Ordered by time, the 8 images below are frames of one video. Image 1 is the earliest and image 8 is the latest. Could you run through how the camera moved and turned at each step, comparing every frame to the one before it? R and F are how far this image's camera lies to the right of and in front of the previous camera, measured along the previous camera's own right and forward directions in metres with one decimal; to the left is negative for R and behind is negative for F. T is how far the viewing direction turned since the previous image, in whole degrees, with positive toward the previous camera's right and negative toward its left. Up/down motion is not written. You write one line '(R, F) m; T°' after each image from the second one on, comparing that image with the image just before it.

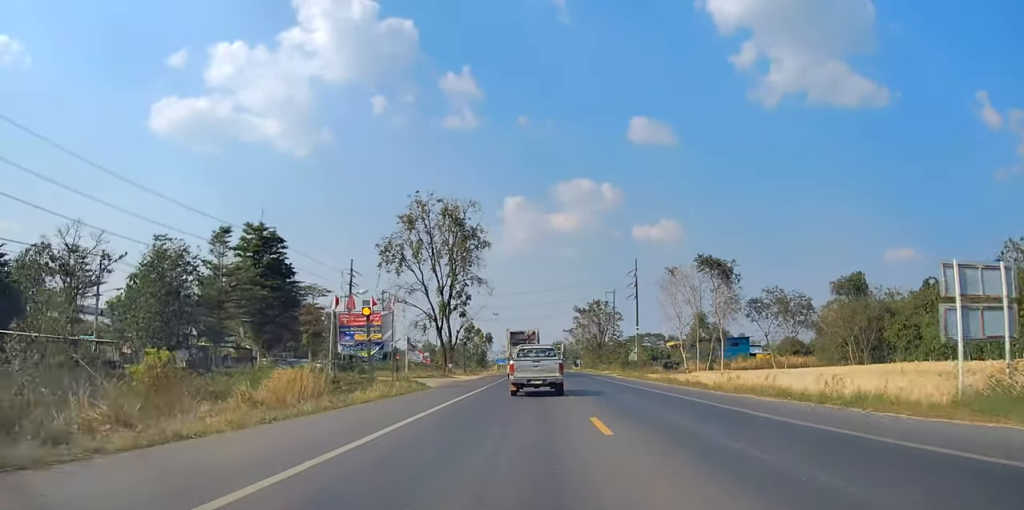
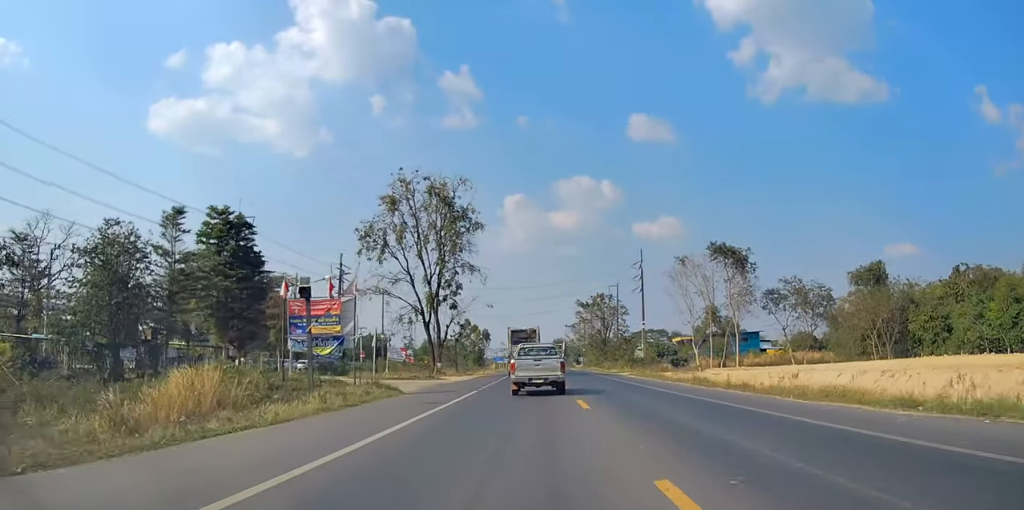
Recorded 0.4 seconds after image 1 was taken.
(+0.3, +7.0) m; +1°
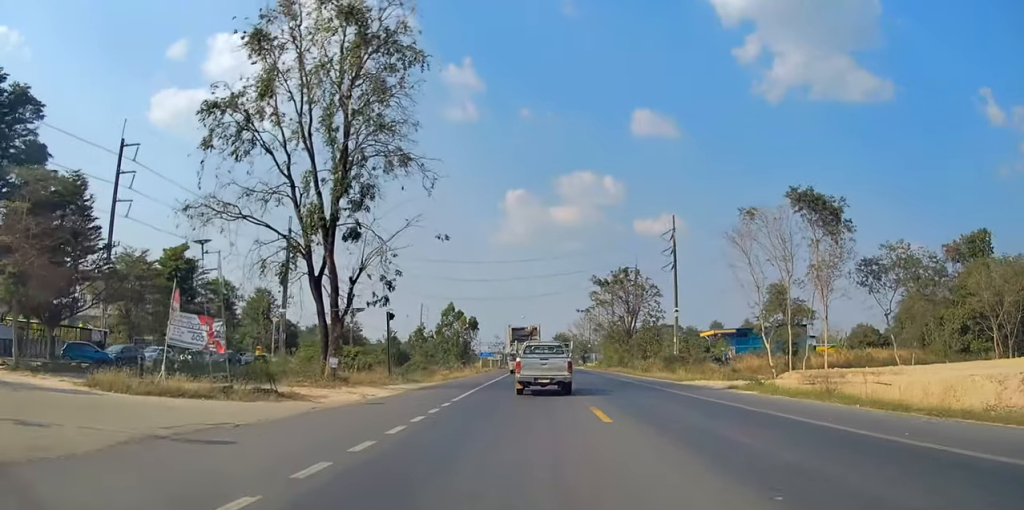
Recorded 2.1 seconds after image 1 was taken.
(-0.2, +26.8) m; -2°
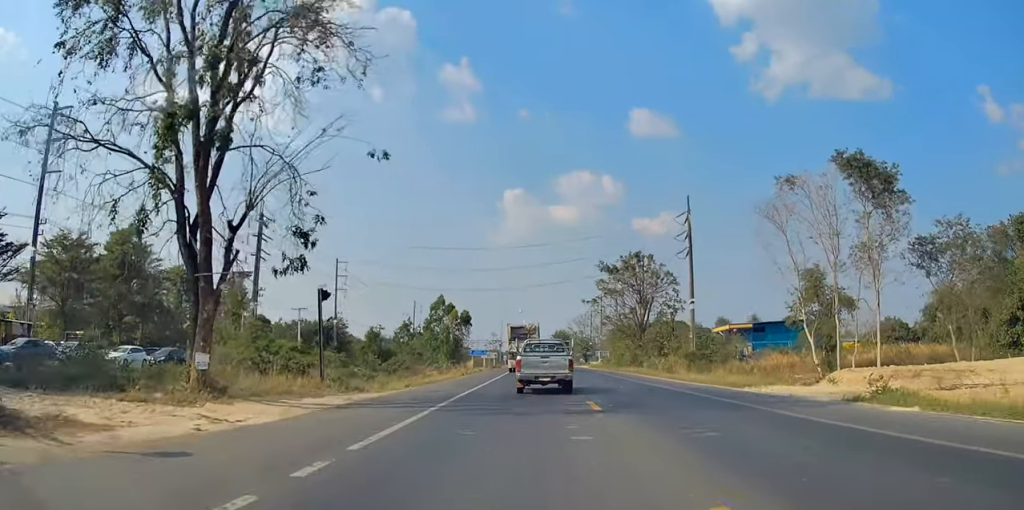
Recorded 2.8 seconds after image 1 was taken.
(-0.5, +10.8) m; 0°
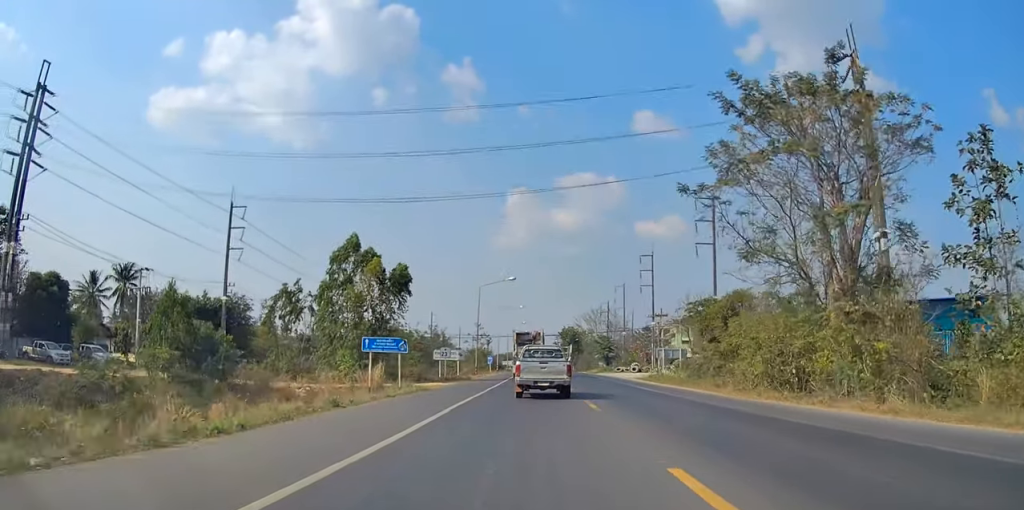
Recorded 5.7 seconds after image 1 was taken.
(+0.4, +46.5) m; -1°
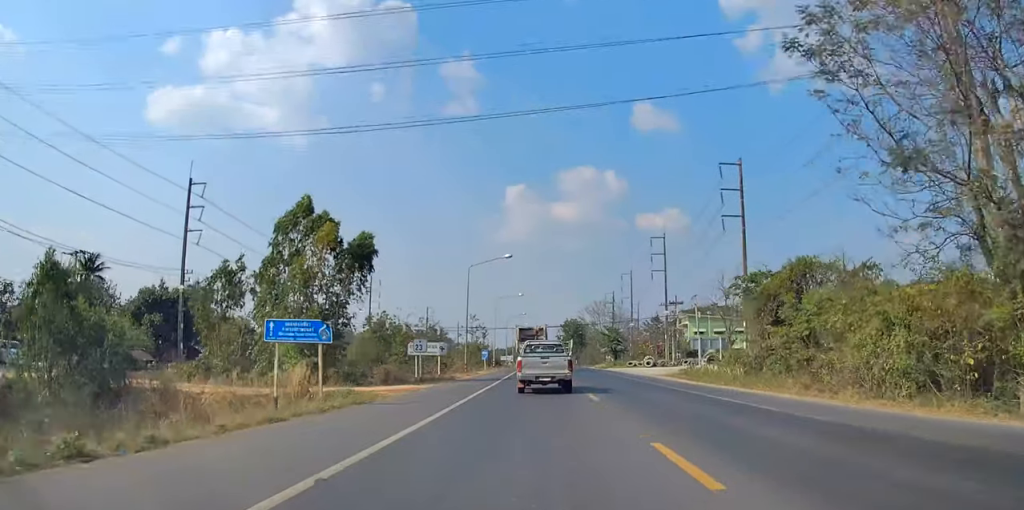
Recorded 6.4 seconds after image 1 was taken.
(-0.5, +10.7) m; 0°
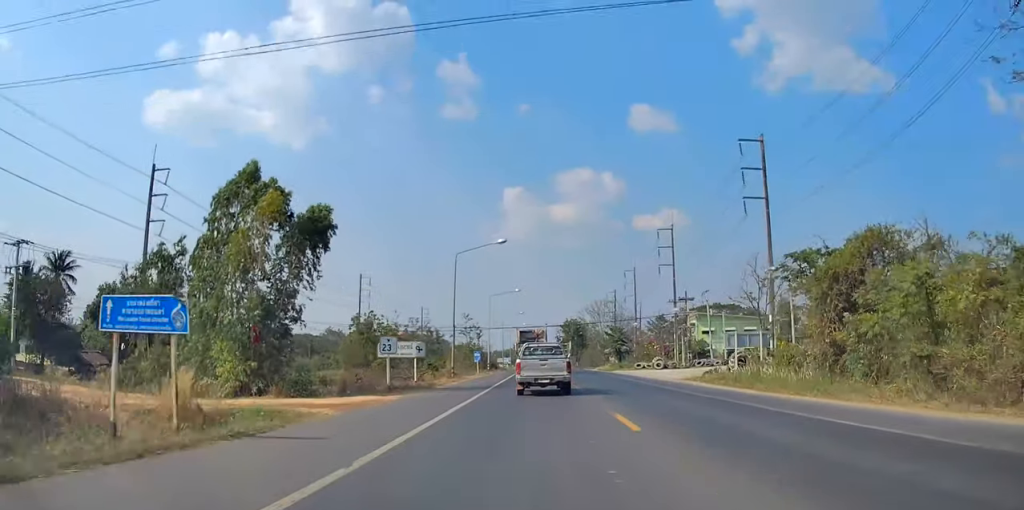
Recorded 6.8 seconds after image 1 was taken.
(-0.3, +7.1) m; 0°
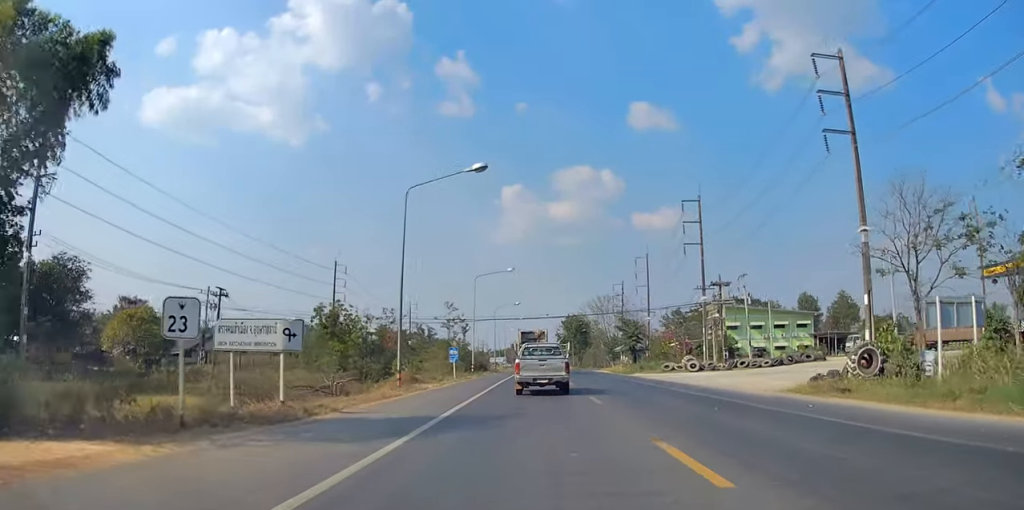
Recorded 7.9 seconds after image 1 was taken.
(+0.8, +17.0) m; 0°
